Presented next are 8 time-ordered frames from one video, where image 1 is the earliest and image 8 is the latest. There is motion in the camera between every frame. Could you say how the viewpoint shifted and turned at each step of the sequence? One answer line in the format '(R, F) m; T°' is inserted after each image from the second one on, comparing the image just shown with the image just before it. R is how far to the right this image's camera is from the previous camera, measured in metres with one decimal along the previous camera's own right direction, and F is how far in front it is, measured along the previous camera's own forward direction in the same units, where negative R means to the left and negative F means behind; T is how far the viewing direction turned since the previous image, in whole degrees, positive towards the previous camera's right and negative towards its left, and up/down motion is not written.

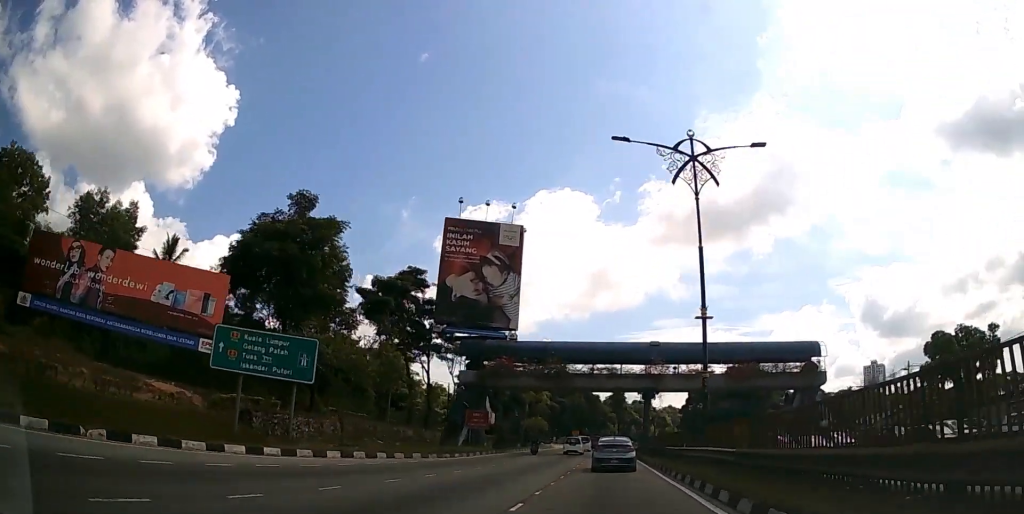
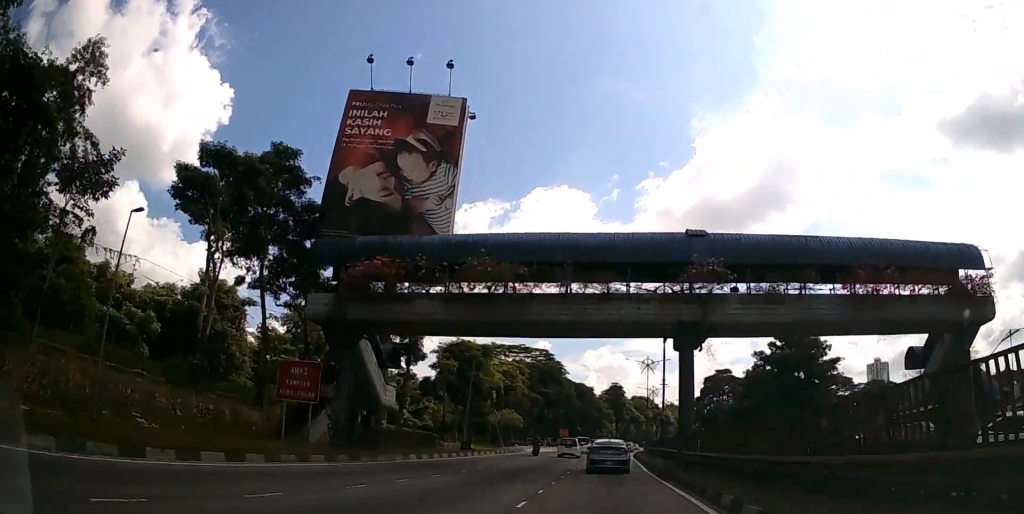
(+0.2, +26.6) m; +1°
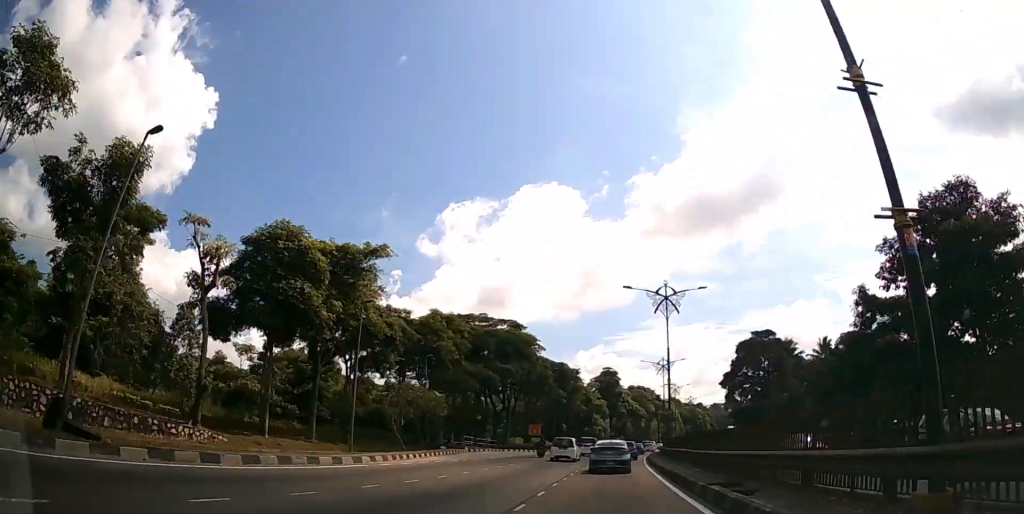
(+0.2, +34.3) m; +1°
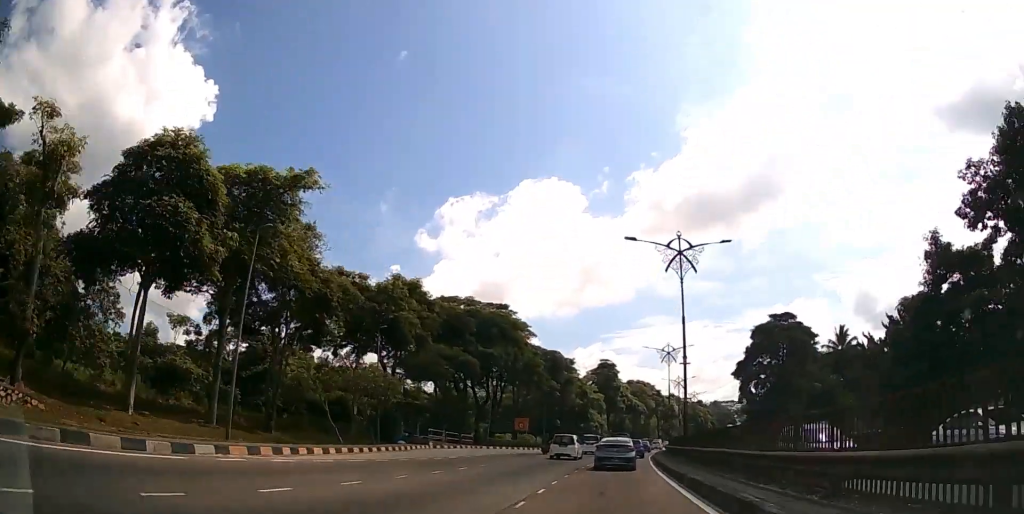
(+0.1, +9.9) m; +1°
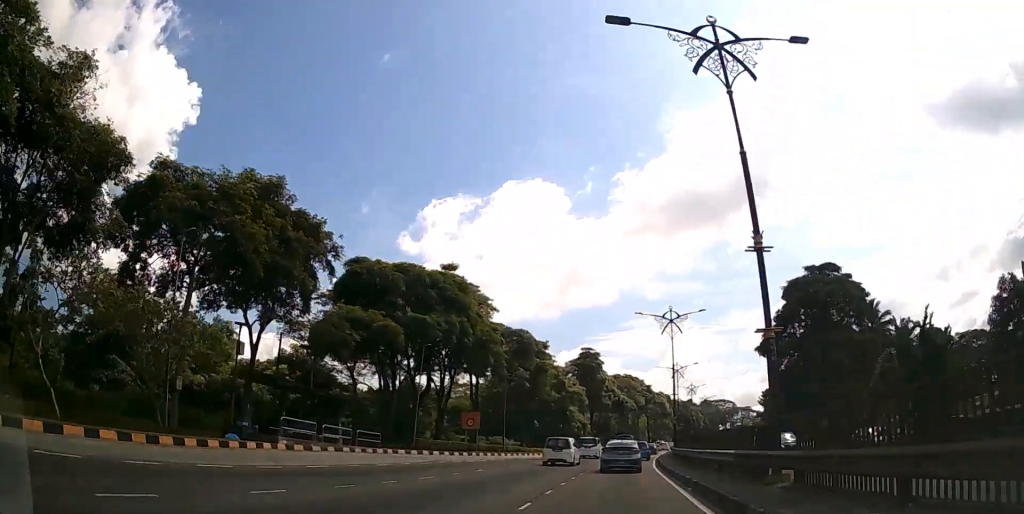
(+0.2, +17.5) m; +1°
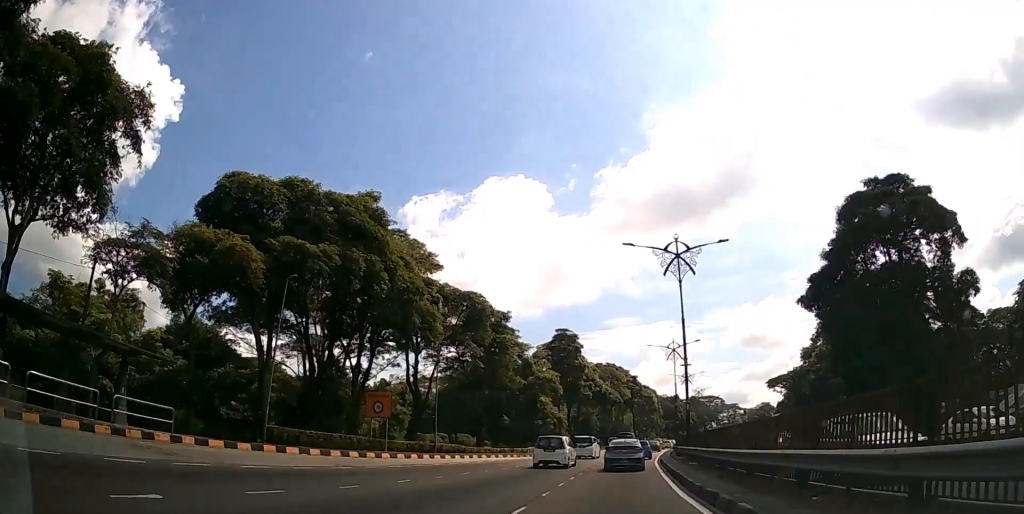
(+0.2, +17.2) m; +2°
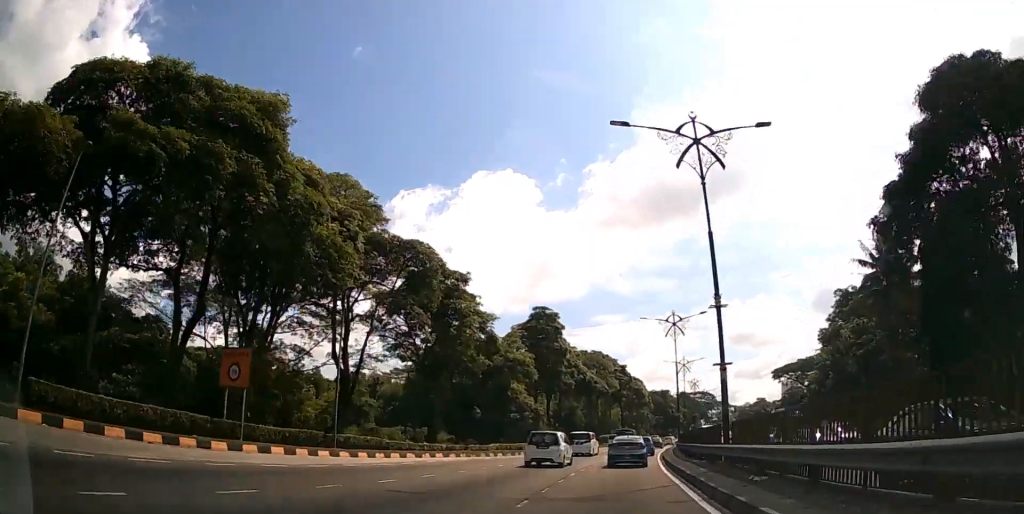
(+0.2, +12.7) m; +1°
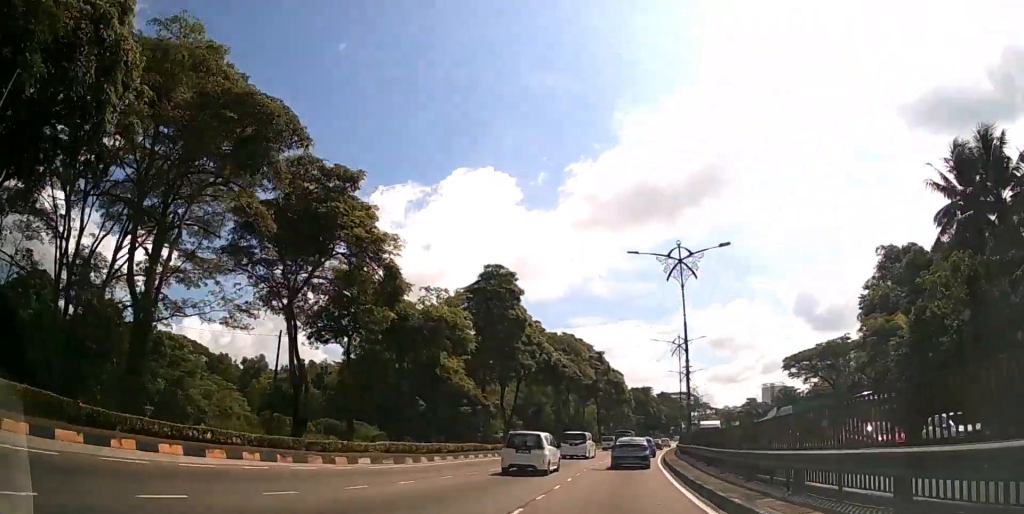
(+0.3, +19.2) m; +2°
